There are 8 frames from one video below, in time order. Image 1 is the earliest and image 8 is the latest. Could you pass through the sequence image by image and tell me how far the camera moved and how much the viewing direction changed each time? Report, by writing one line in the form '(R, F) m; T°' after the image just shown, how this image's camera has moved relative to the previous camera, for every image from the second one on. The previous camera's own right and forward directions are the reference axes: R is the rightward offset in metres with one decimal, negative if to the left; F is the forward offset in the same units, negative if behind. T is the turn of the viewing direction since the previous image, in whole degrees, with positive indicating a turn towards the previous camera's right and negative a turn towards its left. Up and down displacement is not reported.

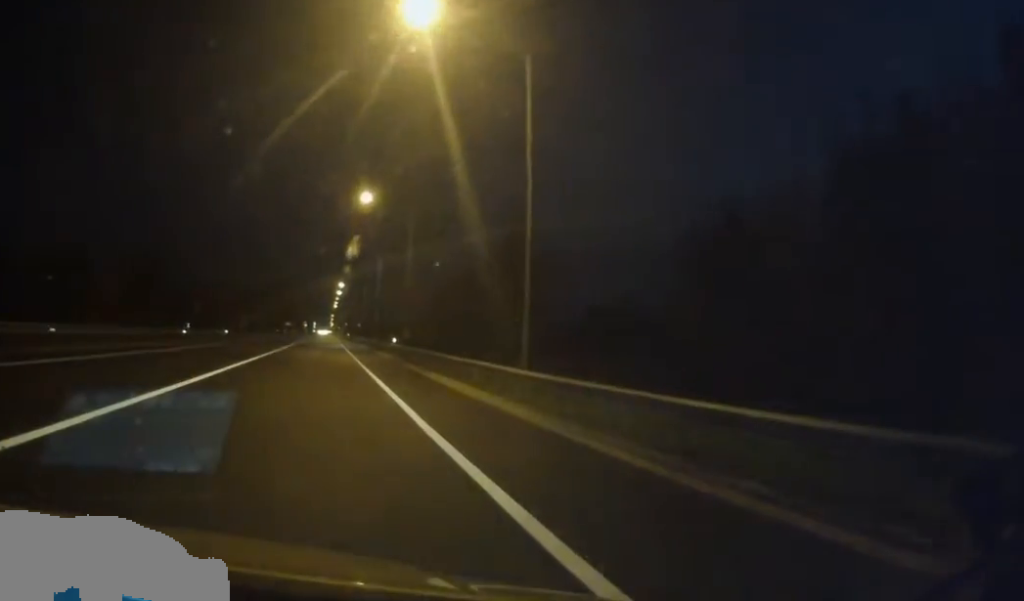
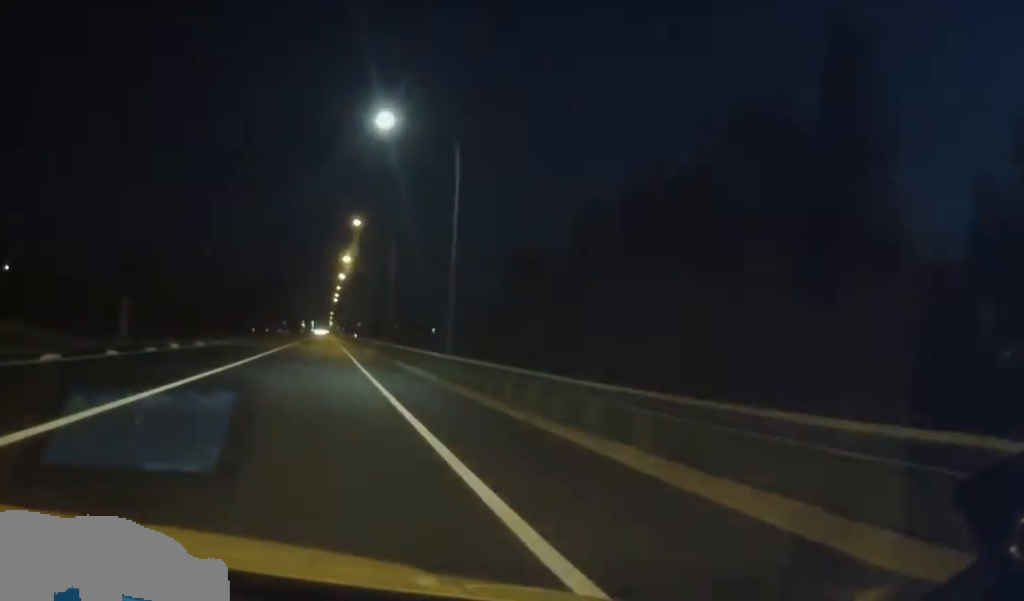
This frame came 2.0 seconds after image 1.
(-0.1, +48.7) m; 0°
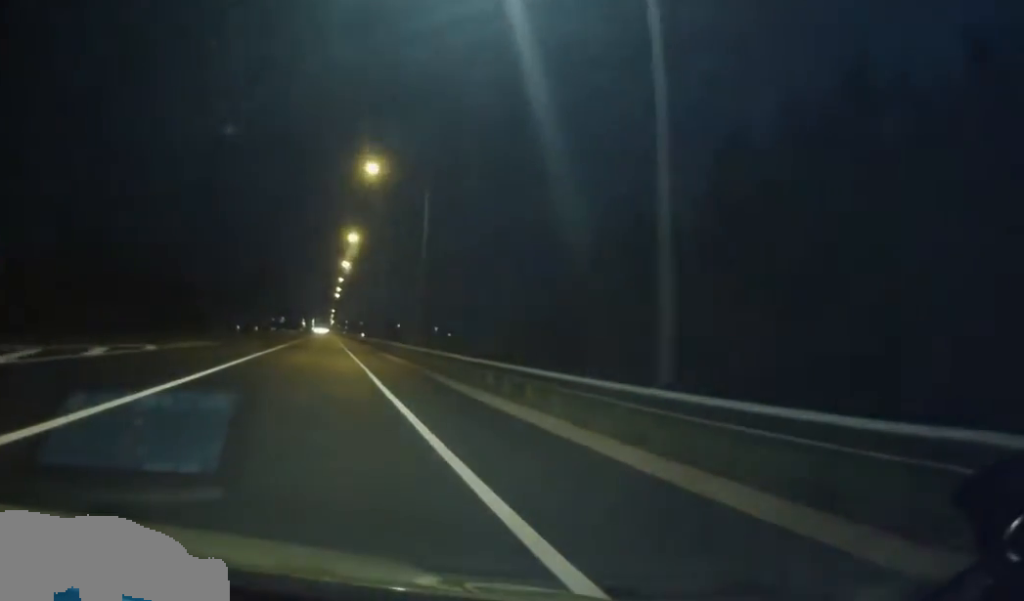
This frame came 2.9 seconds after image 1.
(0.0, +19.9) m; -1°
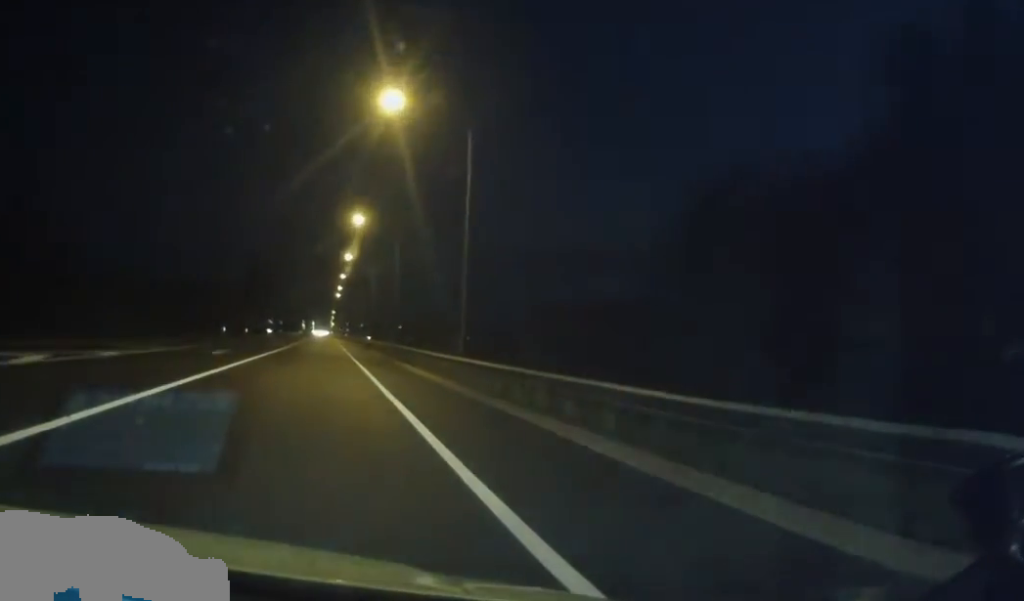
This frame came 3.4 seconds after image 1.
(-0.1, +12.7) m; 0°
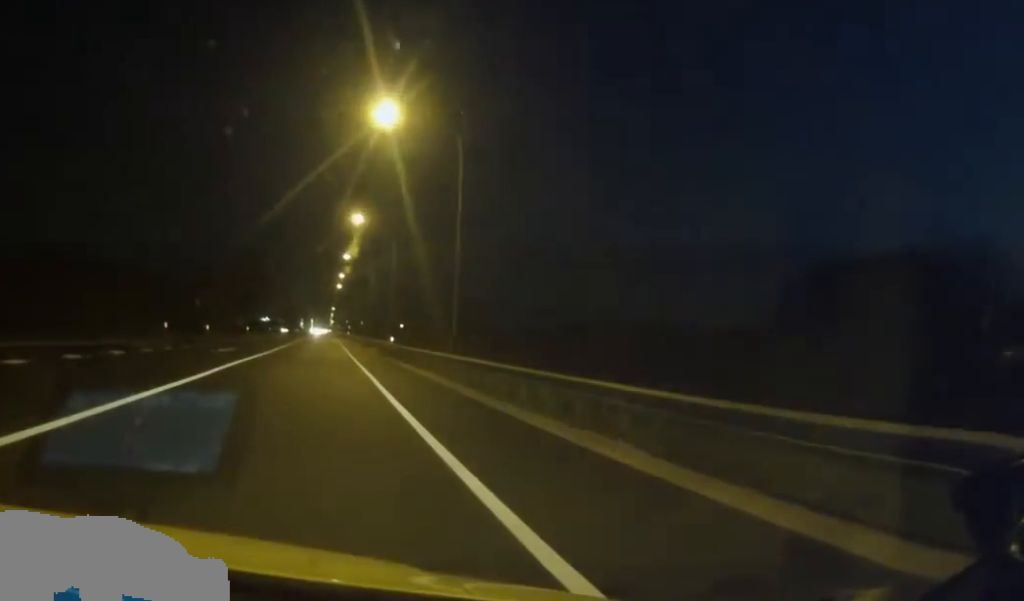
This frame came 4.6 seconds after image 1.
(+0.1, +28.7) m; 0°
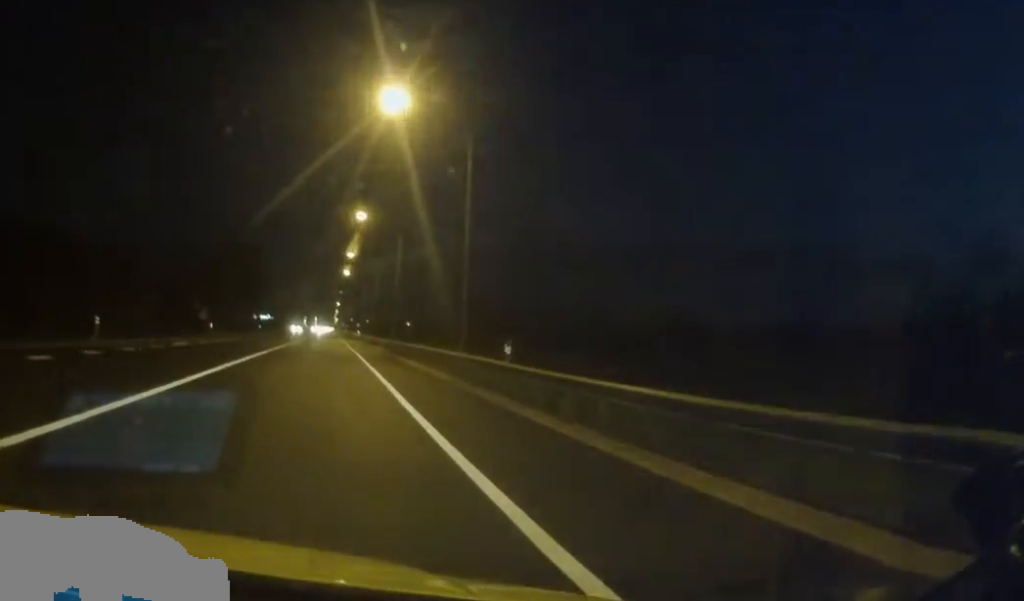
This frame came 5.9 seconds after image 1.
(-0.3, +31.1) m; 0°
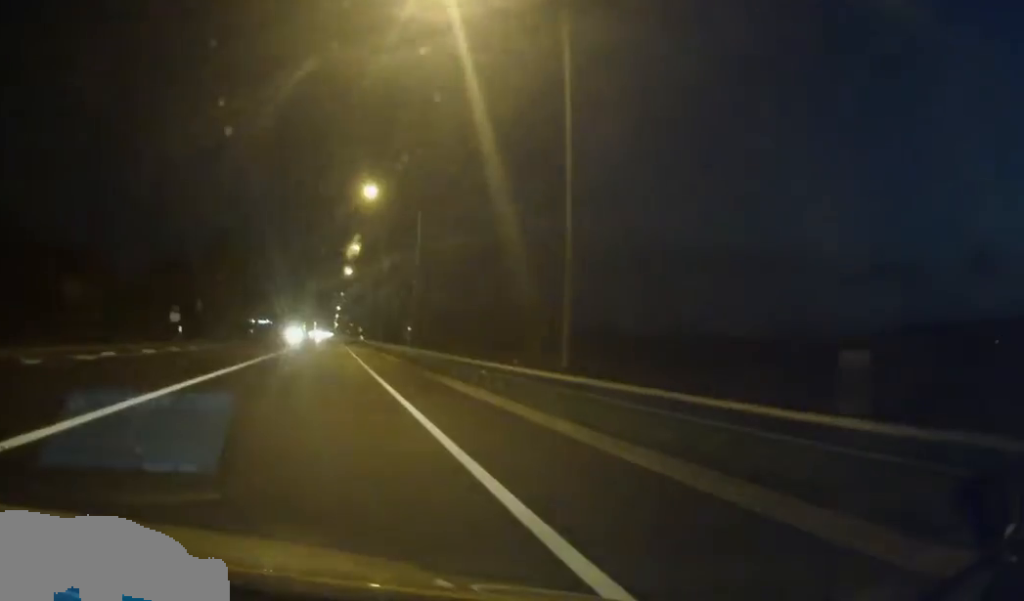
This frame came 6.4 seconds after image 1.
(+0.1, +12.7) m; 0°
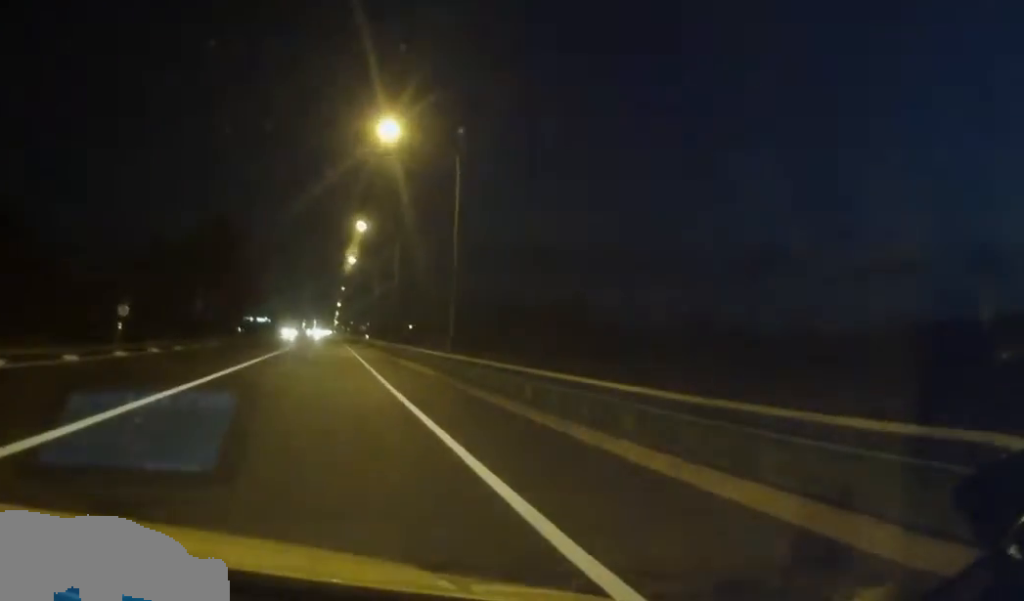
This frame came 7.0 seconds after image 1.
(+0.1, +14.3) m; 0°
